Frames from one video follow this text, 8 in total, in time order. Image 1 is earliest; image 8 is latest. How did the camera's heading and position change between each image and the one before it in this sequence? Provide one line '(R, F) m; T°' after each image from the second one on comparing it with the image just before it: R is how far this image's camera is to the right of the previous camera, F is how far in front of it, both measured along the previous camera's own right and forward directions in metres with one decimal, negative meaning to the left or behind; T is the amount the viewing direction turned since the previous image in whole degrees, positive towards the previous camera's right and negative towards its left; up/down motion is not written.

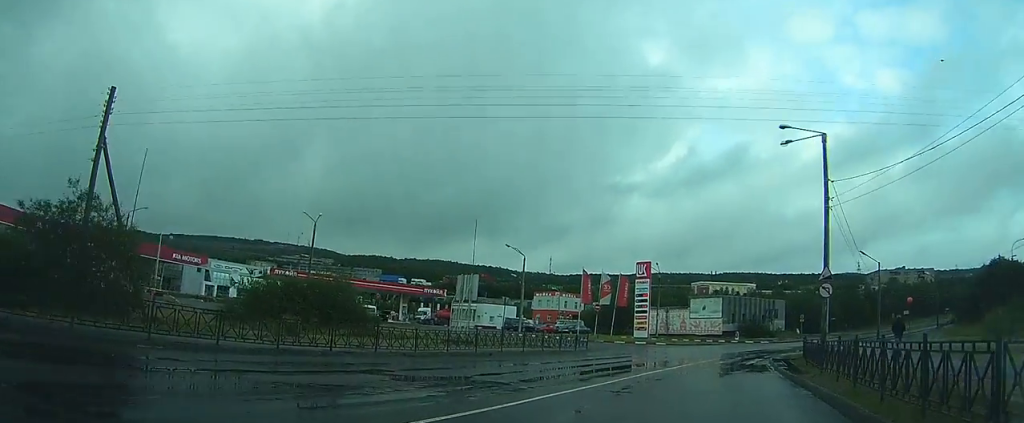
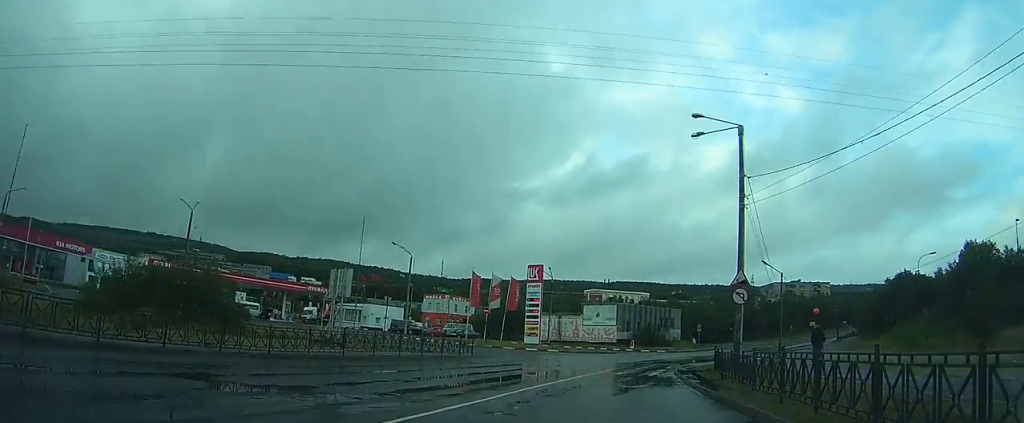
(+0.3, +4.8) m; +7°
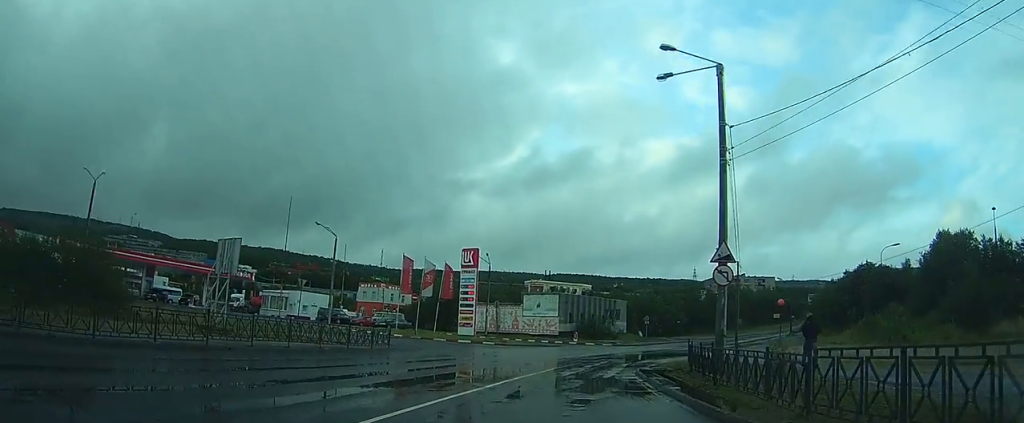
(+0.7, +9.0) m; +5°
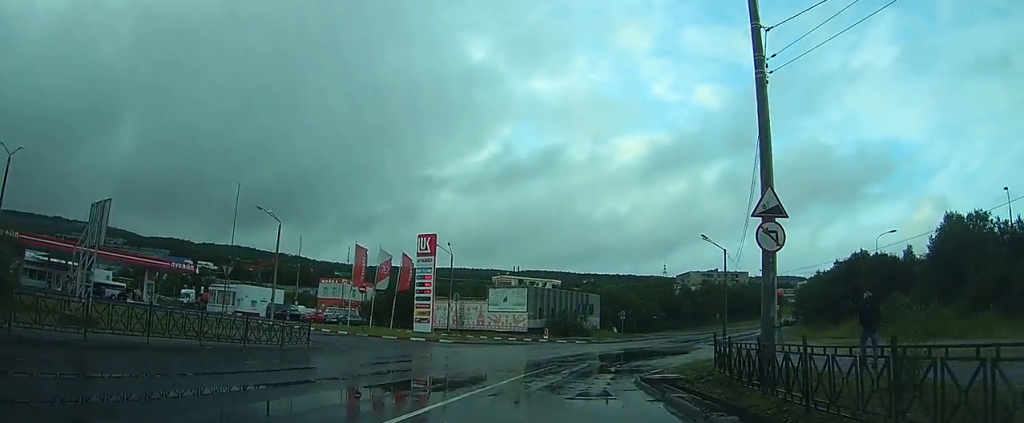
(0.0, +9.8) m; +2°
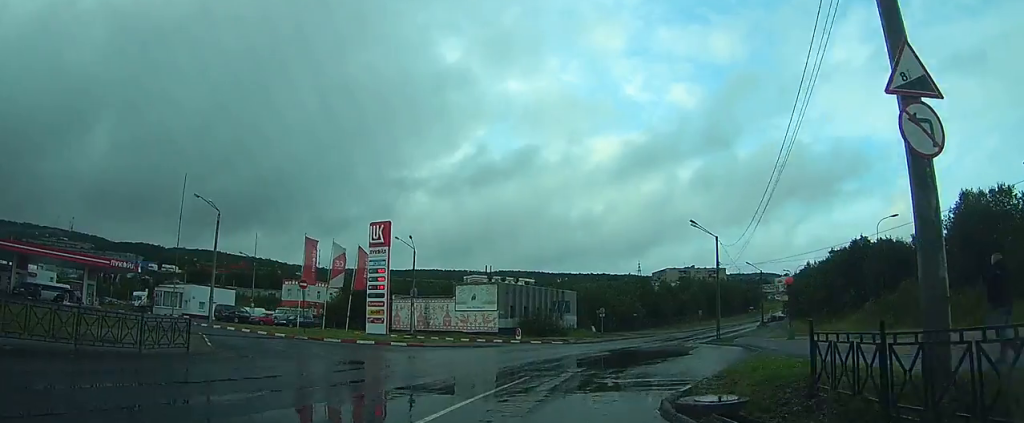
(+0.3, +8.5) m; 0°
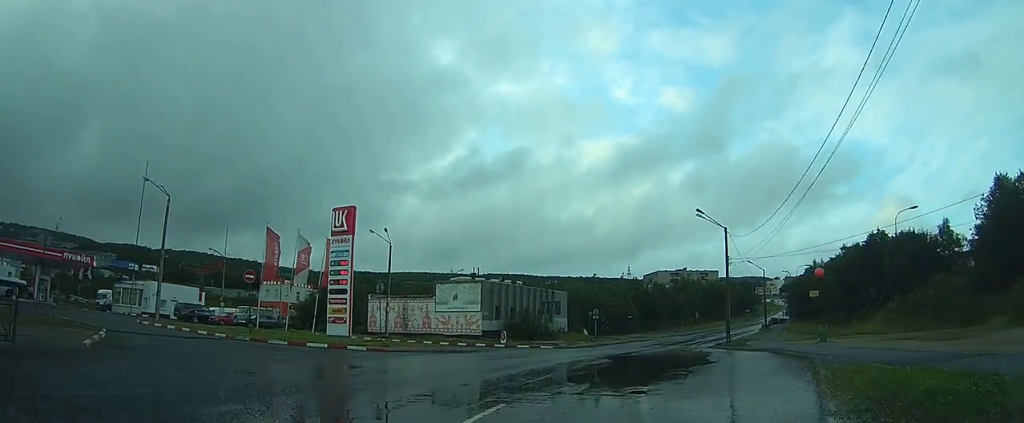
(-0.1, +7.1) m; -1°
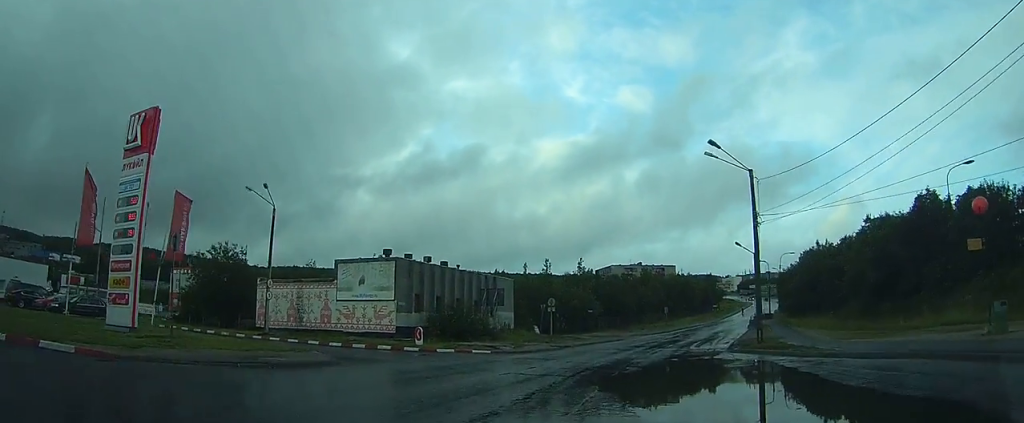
(+1.4, +23.2) m; +11°
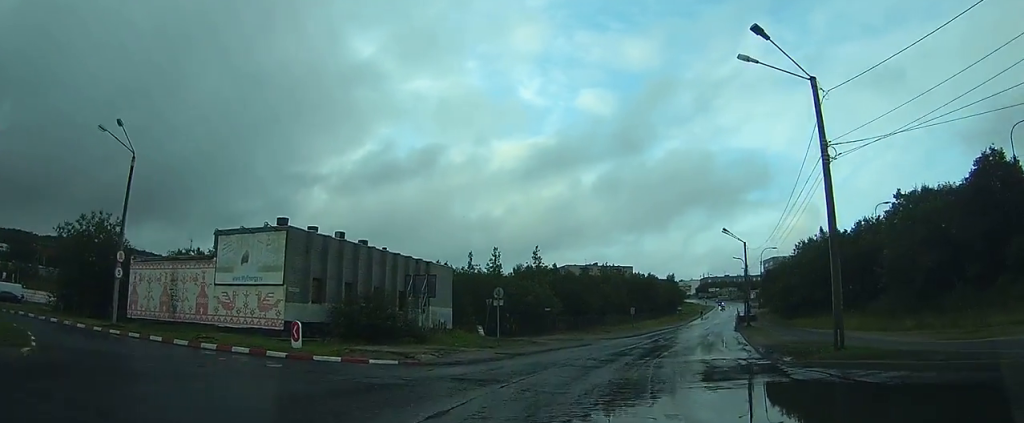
(+2.1, +24.6) m; +8°
